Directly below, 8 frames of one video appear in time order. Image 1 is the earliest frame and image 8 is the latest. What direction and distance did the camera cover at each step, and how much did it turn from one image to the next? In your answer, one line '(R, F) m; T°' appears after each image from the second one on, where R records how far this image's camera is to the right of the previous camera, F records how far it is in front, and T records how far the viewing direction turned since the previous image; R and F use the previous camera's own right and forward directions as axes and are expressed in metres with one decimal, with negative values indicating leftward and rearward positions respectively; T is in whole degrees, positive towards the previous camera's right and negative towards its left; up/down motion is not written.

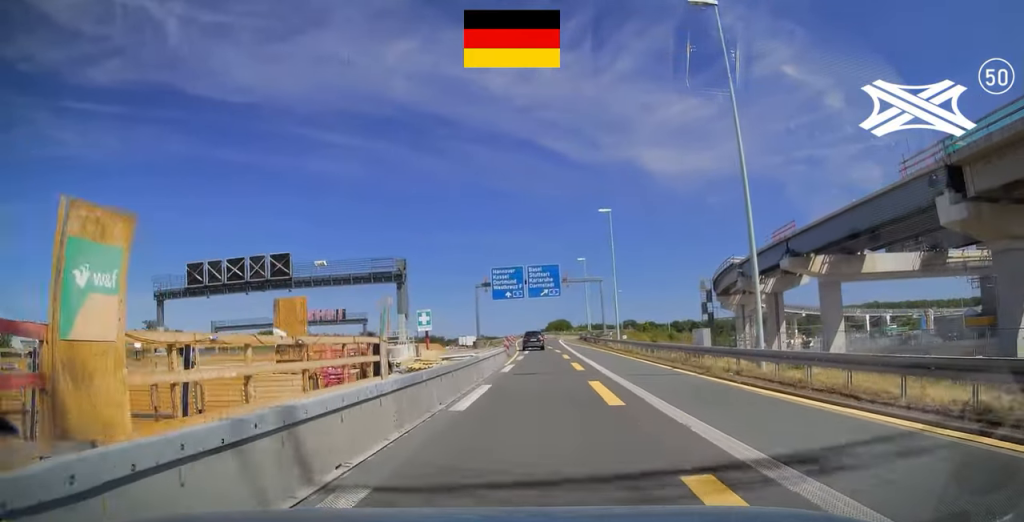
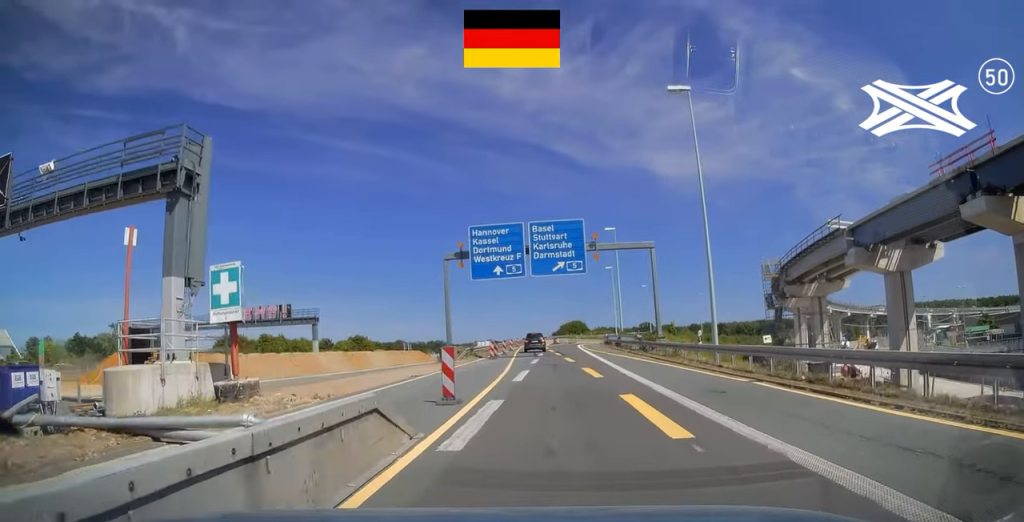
(-0.3, +27.7) m; 0°
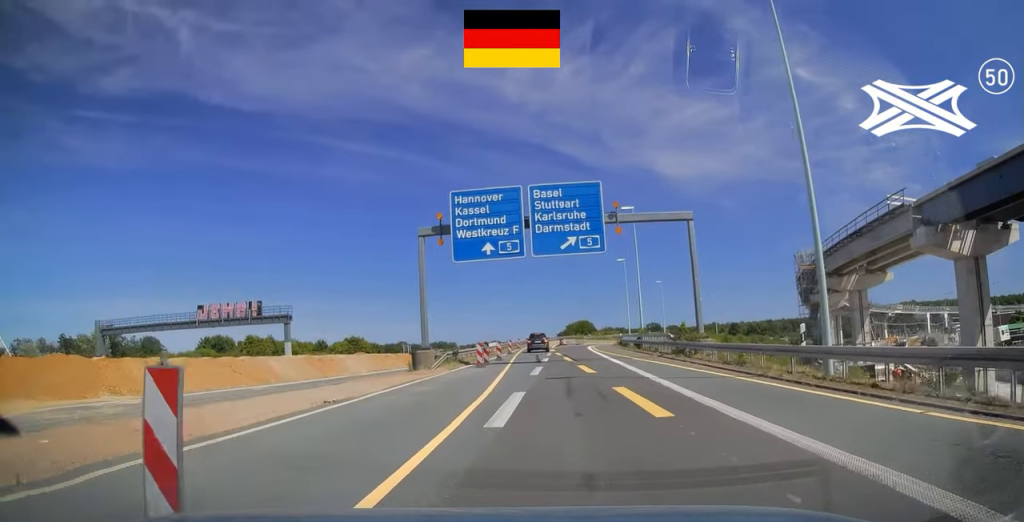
(+0.2, +10.0) m; 0°
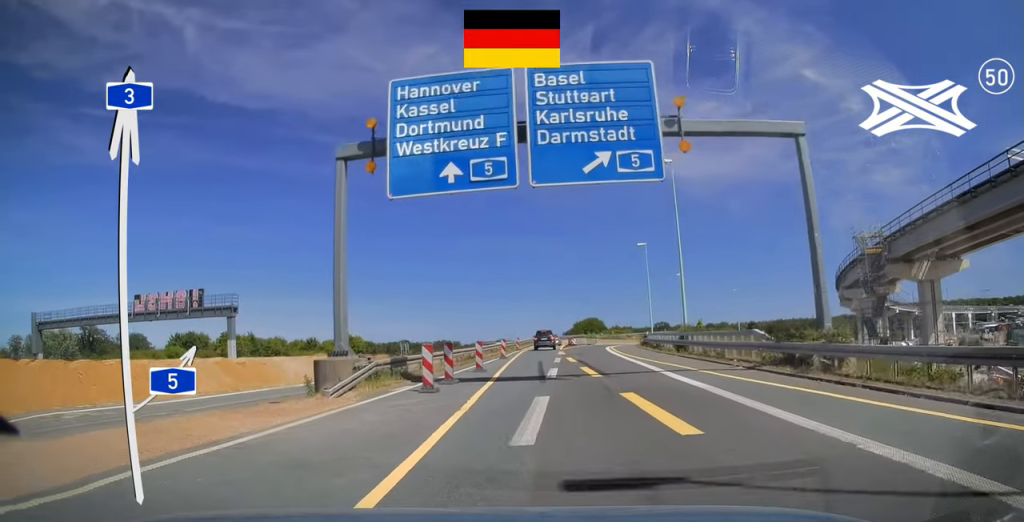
(0.0, +14.0) m; -1°
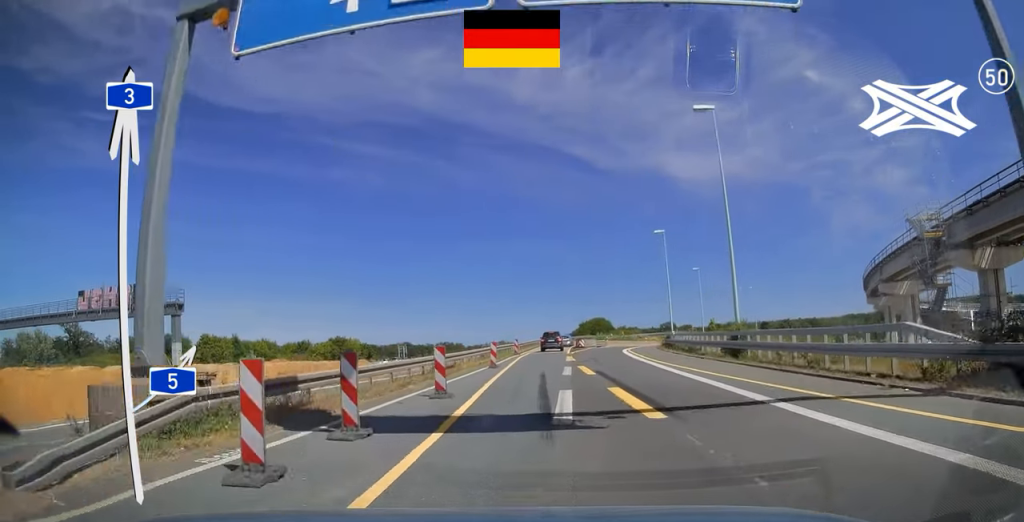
(0.0, +9.6) m; -1°
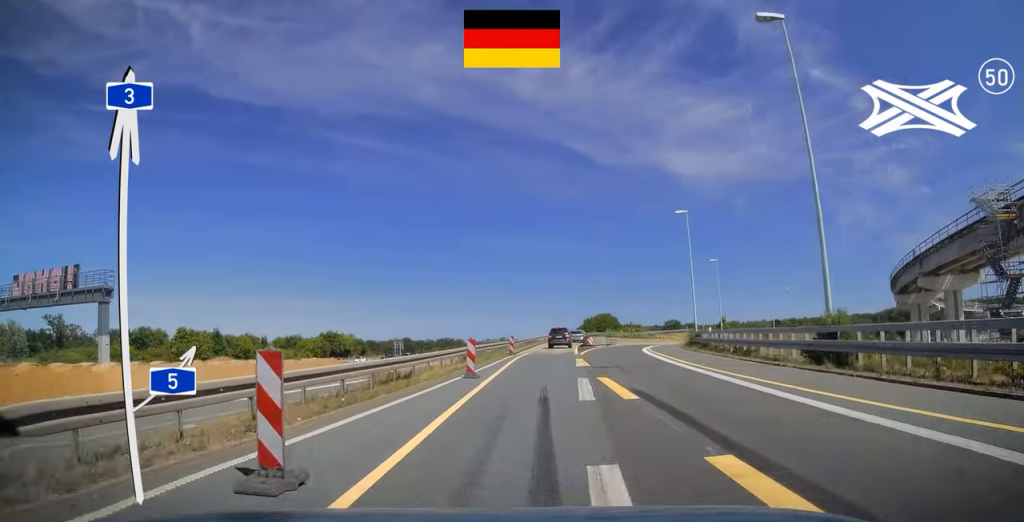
(-0.1, +9.1) m; 0°
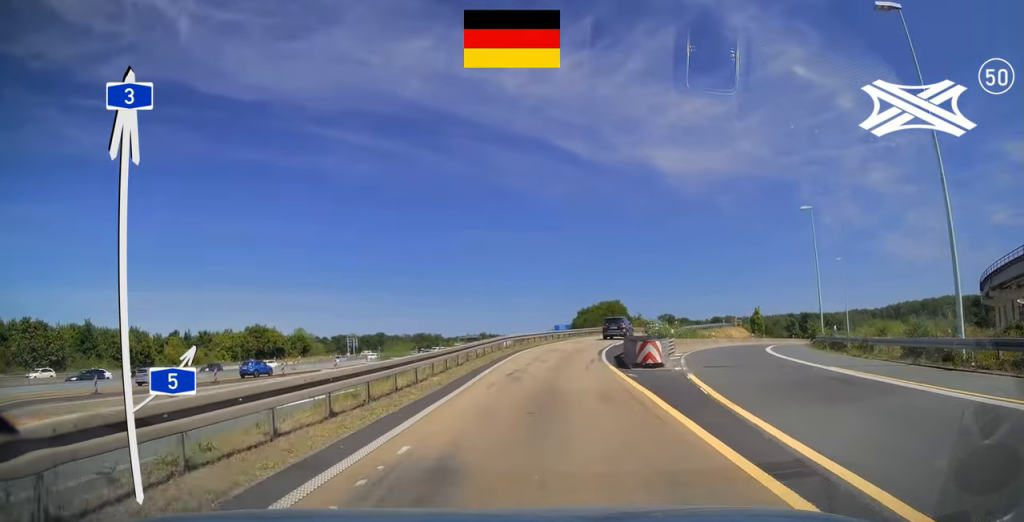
(+0.1, +38.4) m; +3°
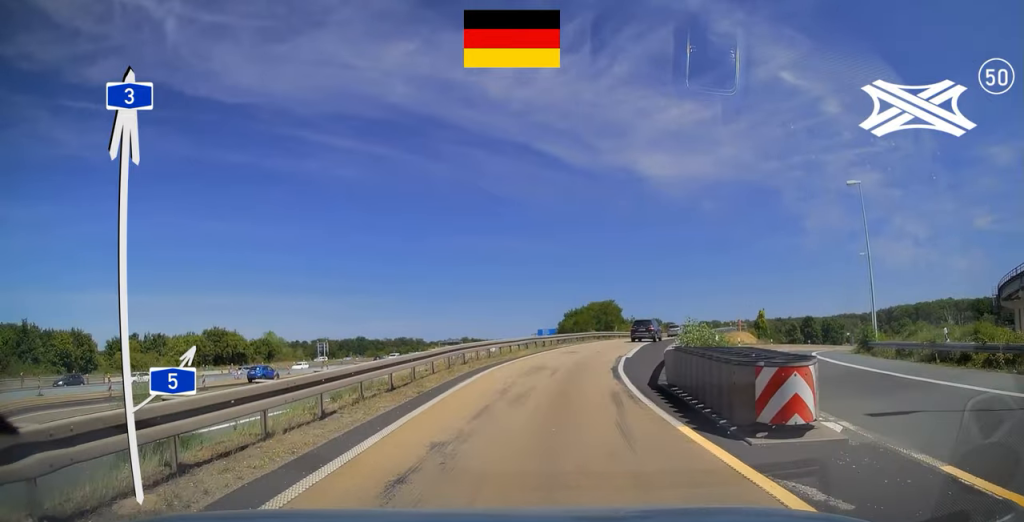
(+0.3, +12.2) m; +2°
